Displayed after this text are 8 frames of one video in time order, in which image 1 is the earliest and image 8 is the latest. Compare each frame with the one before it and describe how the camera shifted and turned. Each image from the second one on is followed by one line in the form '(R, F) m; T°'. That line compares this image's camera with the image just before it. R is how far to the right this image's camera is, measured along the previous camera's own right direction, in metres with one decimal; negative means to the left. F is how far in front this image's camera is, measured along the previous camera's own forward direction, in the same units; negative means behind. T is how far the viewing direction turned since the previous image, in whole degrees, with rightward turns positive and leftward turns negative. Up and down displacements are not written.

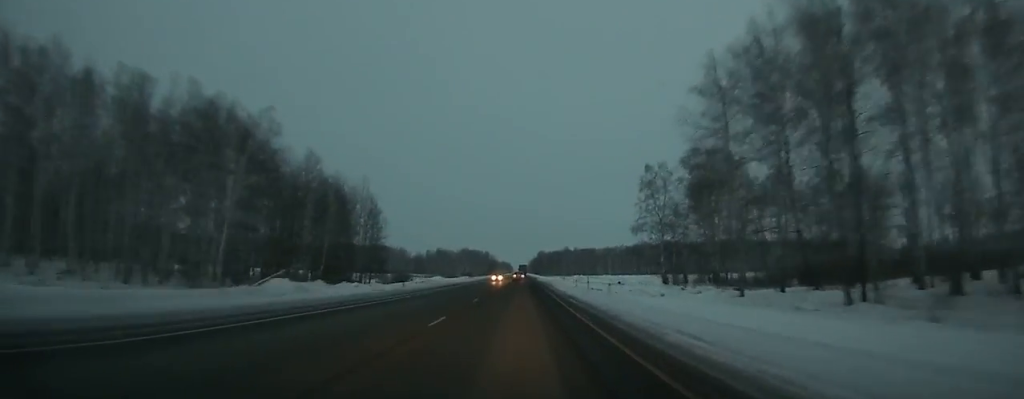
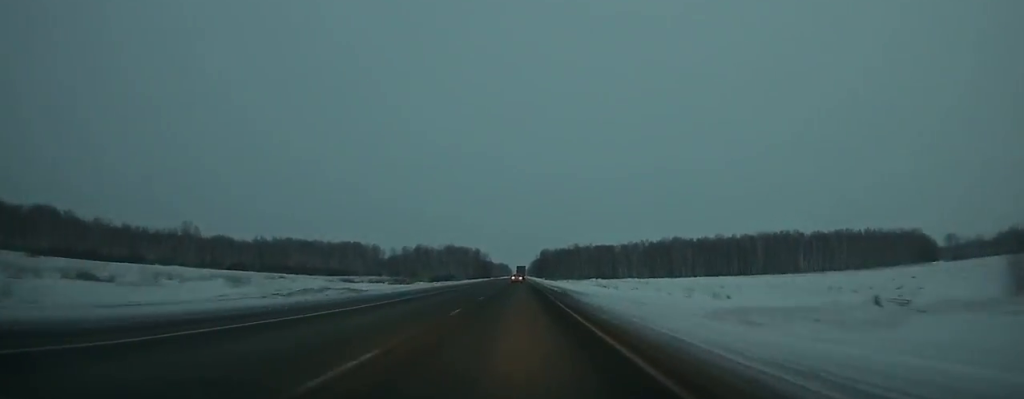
(-0.1, +105.7) m; 0°
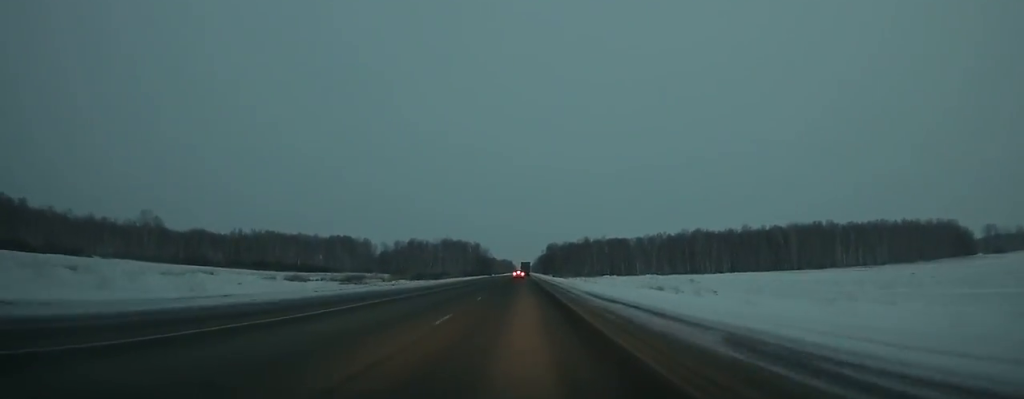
(0.0, +40.2) m; 0°
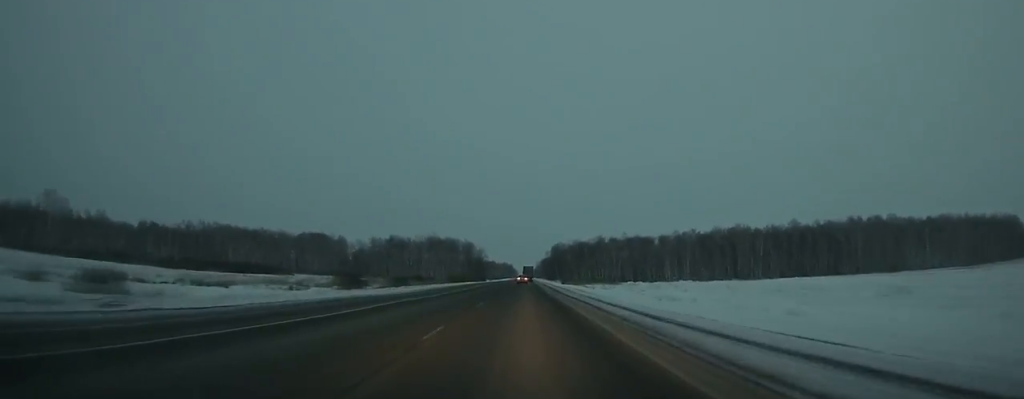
(-0.1, +62.3) m; 0°
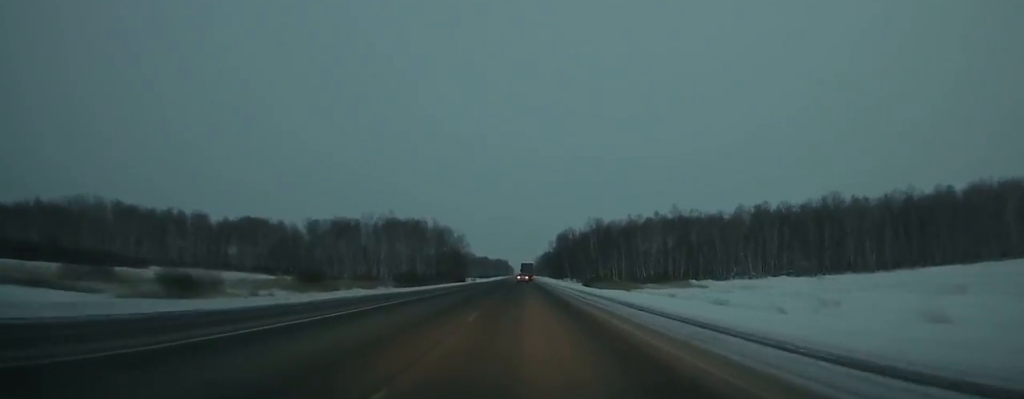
(+0.3, +92.7) m; 0°
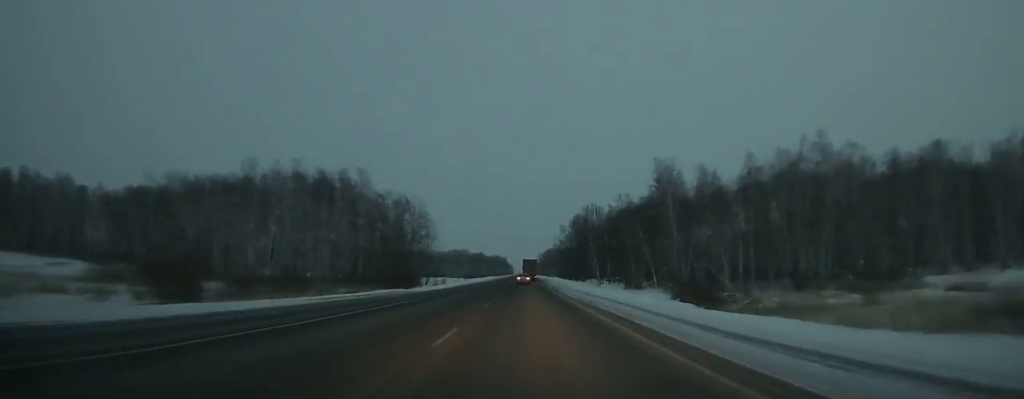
(-0.2, +86.5) m; 0°
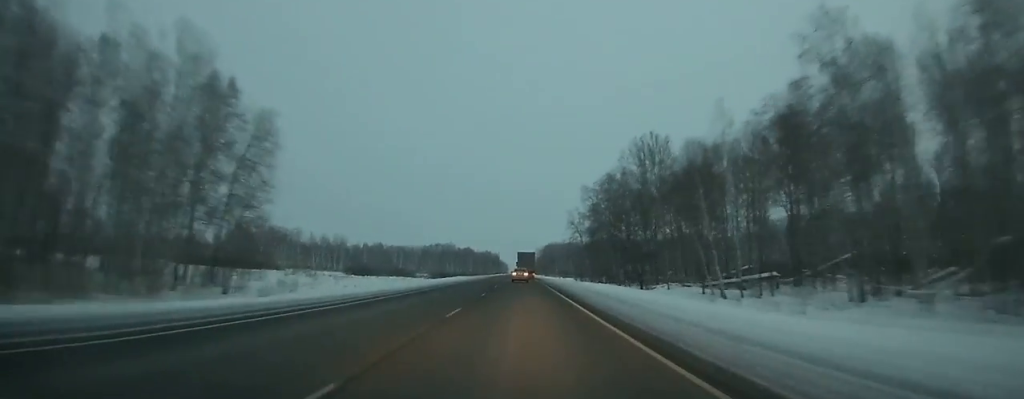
(+0.5, +89.0) m; 0°
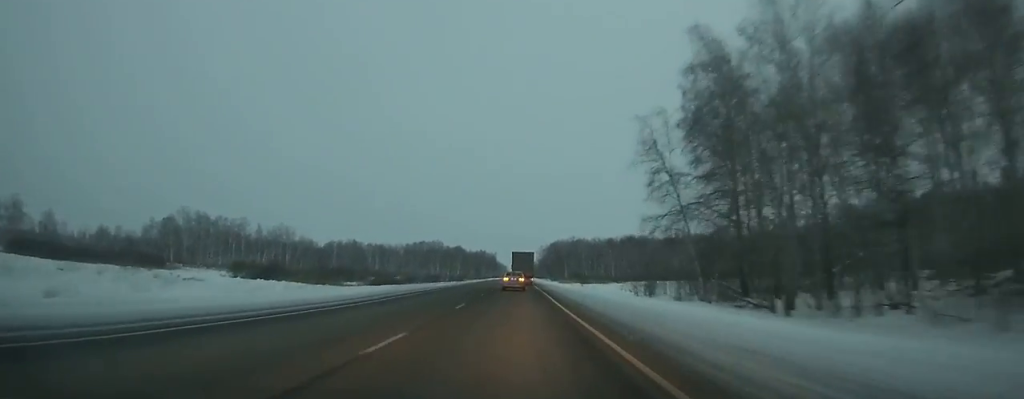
(0.0, +74.6) m; 0°
